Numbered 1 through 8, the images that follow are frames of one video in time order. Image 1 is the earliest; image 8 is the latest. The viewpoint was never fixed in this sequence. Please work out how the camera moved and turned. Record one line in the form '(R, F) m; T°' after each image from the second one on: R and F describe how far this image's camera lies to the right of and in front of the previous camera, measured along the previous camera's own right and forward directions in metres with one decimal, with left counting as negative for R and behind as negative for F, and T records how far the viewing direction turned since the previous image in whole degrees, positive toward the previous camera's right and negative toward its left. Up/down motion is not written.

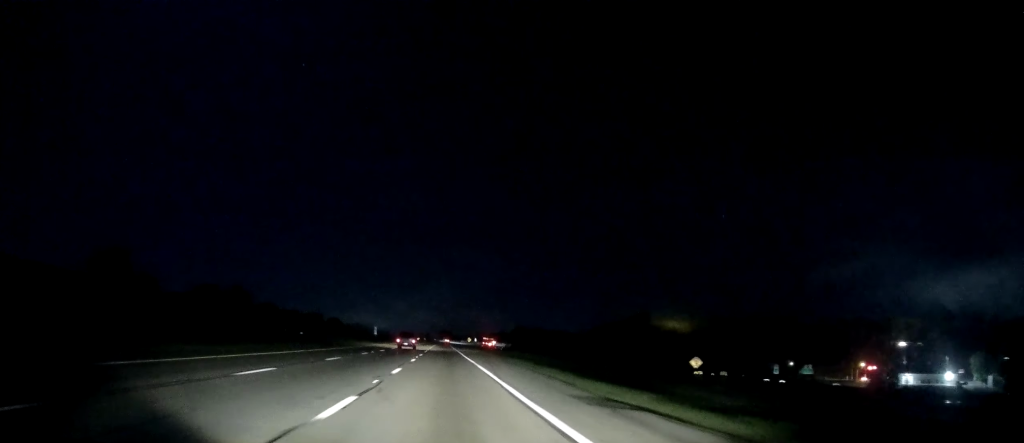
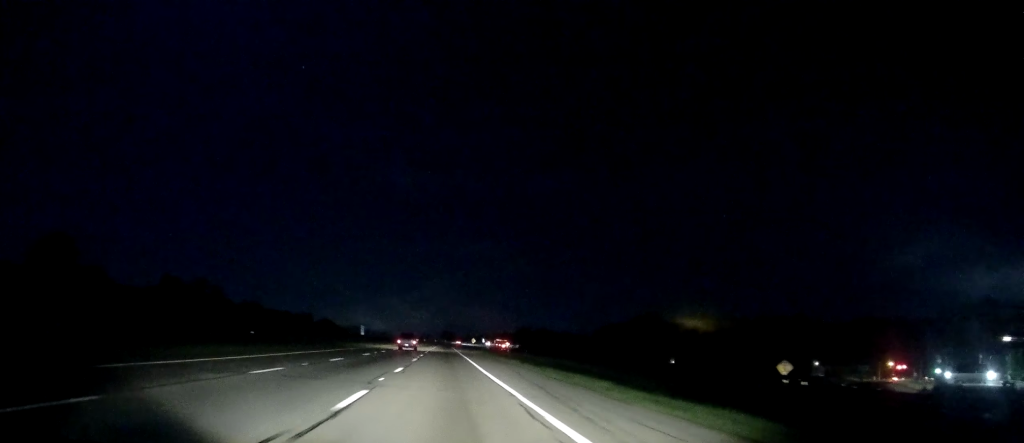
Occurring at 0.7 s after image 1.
(+0.1, +22.5) m; 0°
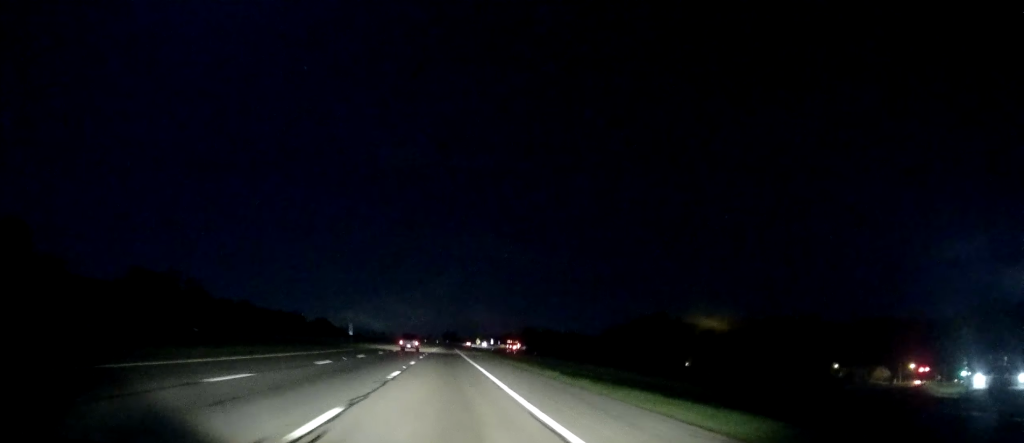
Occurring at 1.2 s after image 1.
(+0.1, +15.3) m; 0°
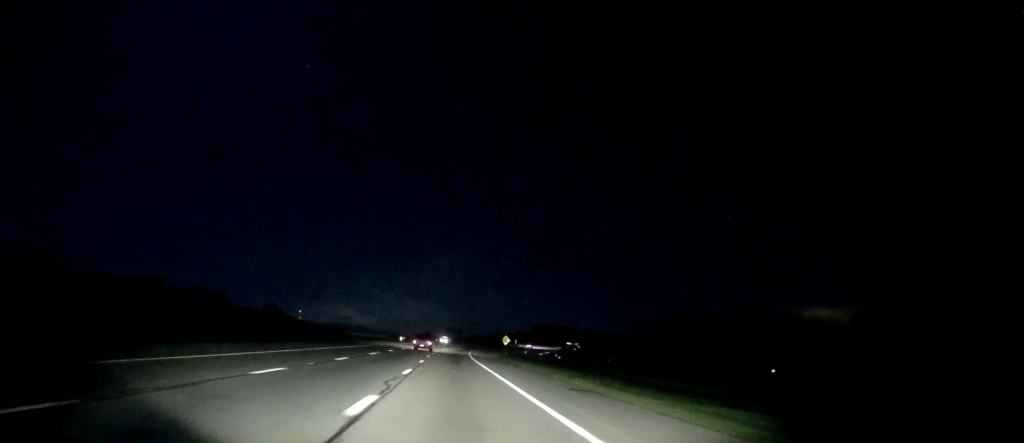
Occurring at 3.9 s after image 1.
(+0.1, +82.6) m; 0°
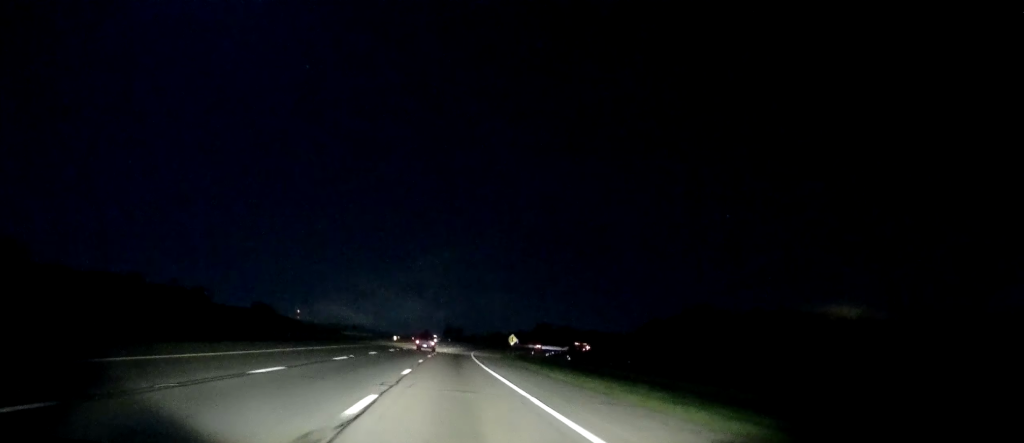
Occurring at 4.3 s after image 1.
(0.0, +12.3) m; 0°
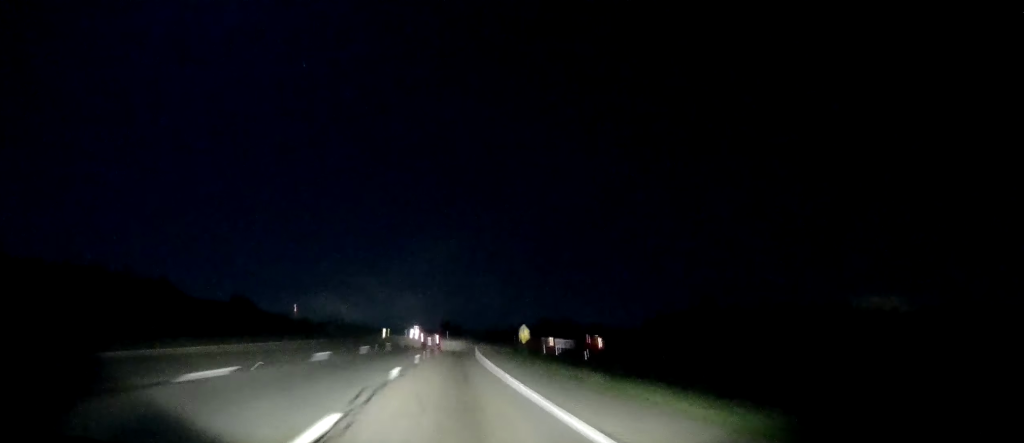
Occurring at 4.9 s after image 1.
(-0.2, +16.4) m; 0°
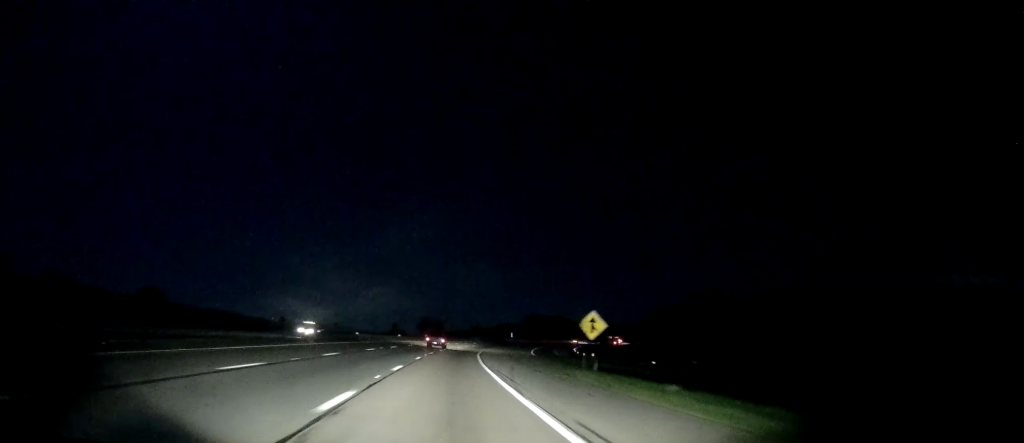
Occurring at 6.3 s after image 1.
(+0.2, +44.2) m; +1°
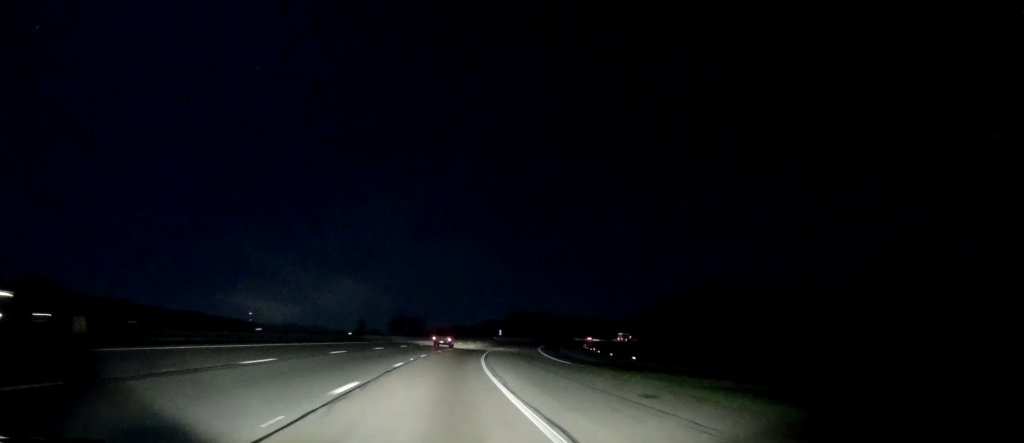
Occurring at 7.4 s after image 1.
(+0.6, +33.9) m; +2°
